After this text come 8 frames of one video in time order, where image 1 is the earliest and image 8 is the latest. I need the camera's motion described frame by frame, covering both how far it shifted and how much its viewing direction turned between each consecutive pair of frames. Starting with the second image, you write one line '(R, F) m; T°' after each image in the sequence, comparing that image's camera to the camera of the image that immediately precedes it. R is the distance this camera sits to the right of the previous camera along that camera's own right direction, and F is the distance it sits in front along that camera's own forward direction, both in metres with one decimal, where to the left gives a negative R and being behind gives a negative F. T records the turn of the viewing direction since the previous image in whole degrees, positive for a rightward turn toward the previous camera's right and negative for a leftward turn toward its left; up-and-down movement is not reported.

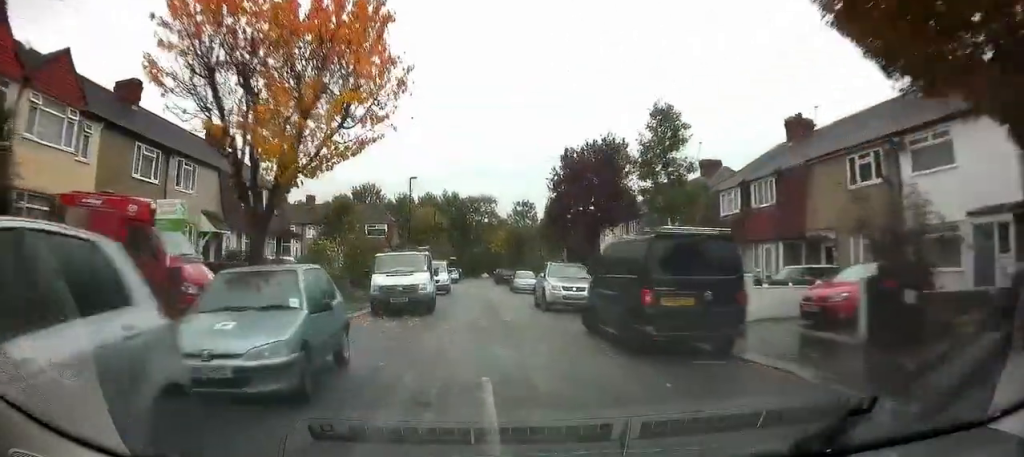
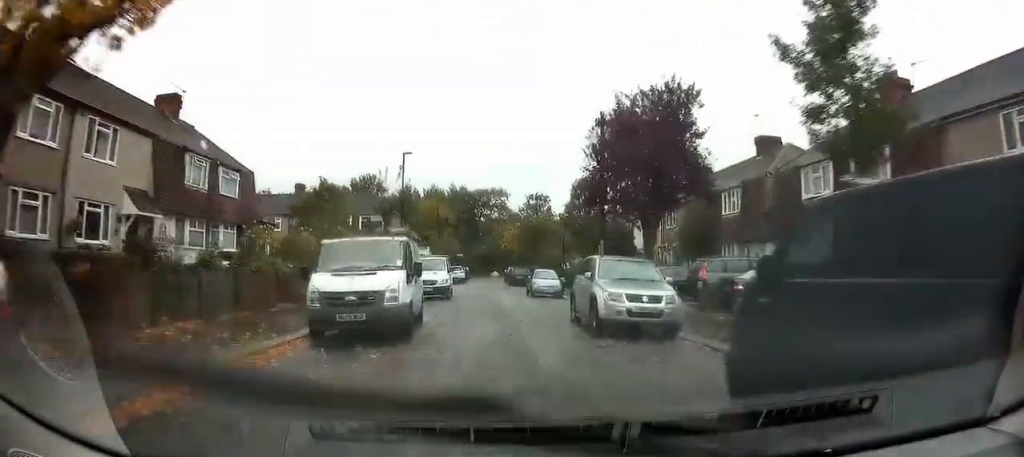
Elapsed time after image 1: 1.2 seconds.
(-0.1, +6.8) m; -4°
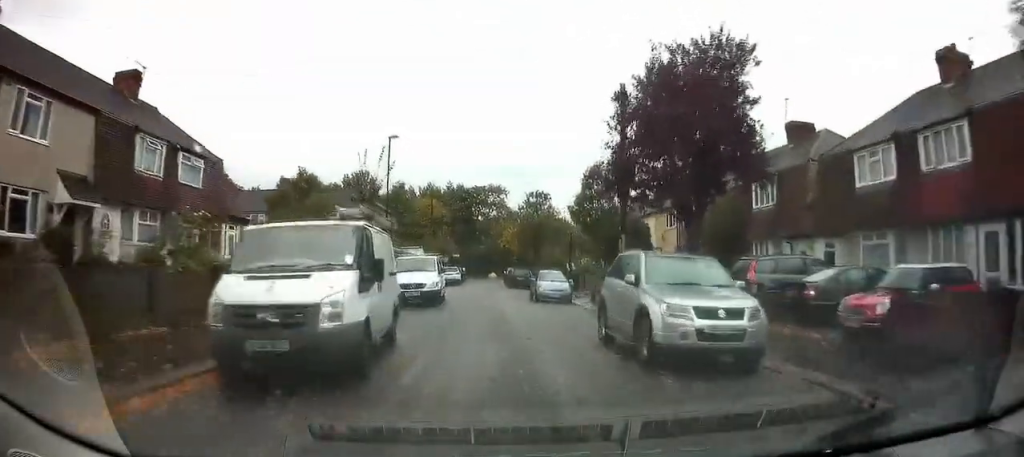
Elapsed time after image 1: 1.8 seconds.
(-0.1, +3.7) m; -1°
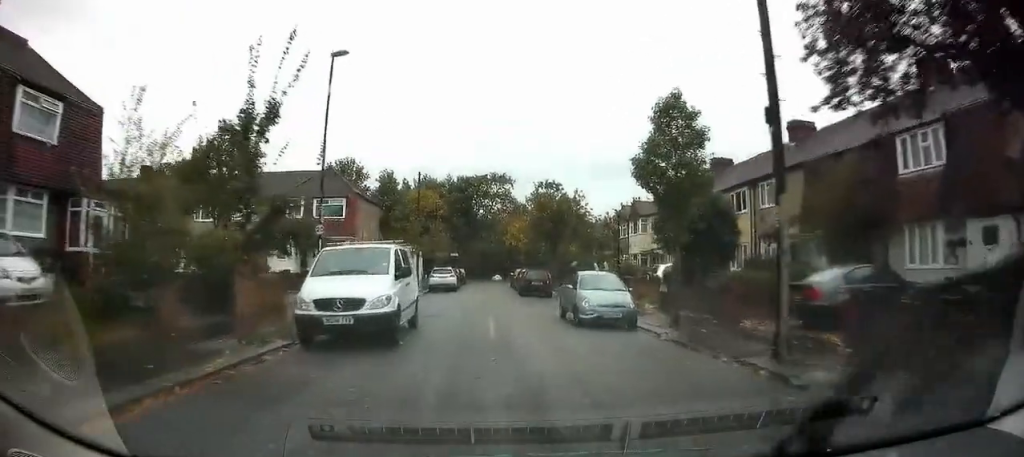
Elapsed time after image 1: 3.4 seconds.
(+0.2, +10.3) m; +4°
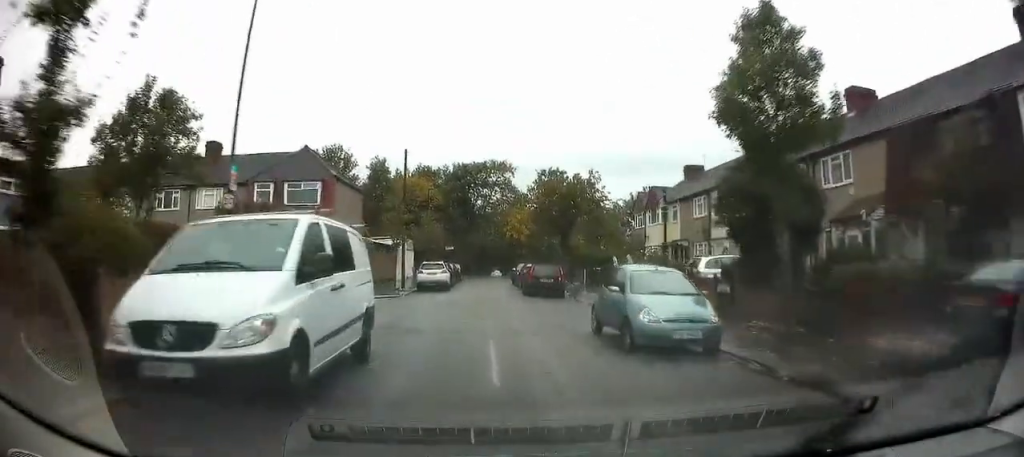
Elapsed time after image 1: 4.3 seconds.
(0.0, +5.4) m; -1°
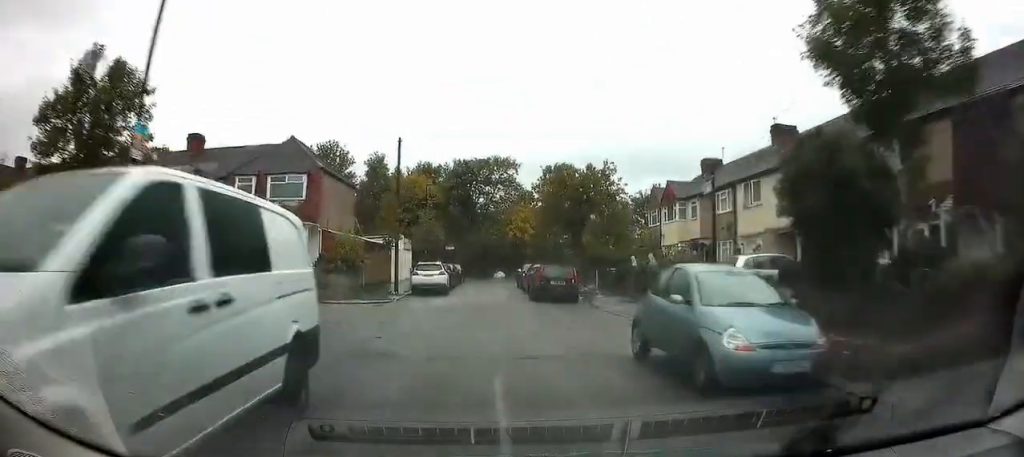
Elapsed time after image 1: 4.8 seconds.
(0.0, +3.0) m; -2°
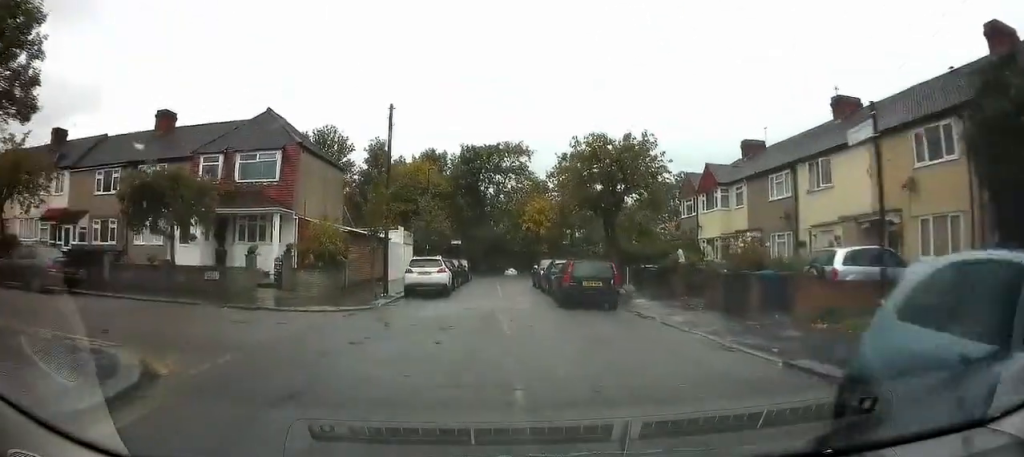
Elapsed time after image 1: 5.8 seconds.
(-0.2, +5.7) m; -4°
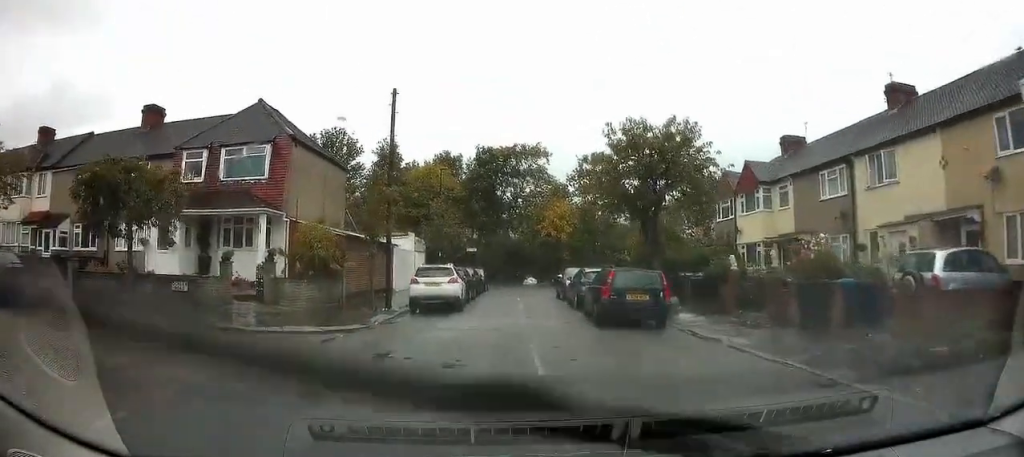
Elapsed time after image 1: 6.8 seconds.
(-0.2, +4.9) m; -3°
